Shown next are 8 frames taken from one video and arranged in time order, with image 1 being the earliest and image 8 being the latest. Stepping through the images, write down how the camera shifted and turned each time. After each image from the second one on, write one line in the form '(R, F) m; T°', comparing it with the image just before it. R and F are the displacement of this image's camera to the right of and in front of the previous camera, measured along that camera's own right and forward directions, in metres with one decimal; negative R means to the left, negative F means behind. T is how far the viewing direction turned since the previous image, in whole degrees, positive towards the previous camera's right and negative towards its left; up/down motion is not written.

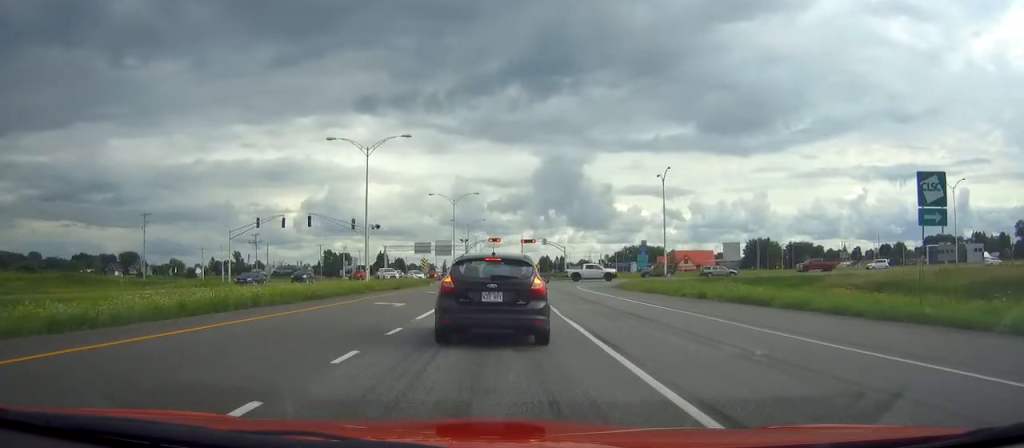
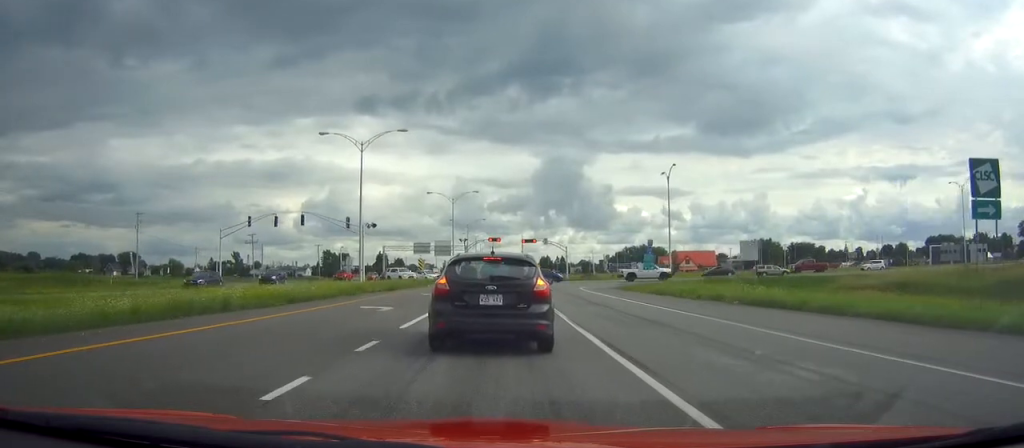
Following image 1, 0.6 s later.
(0.0, +2.4) m; 0°
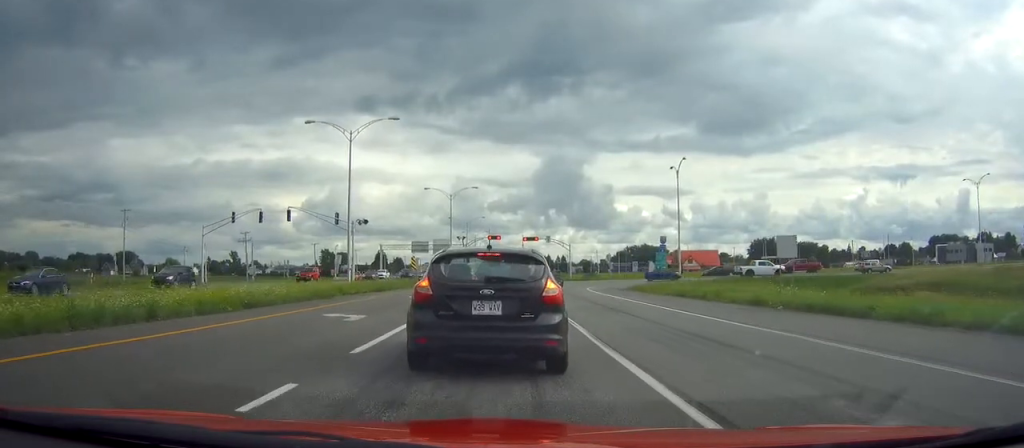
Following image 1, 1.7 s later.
(0.0, +3.7) m; -1°
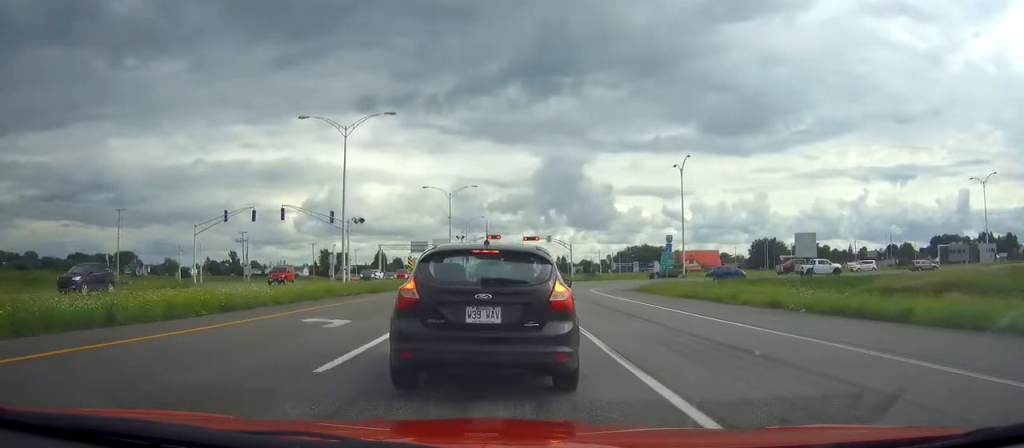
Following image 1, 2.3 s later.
(0.0, +1.4) m; -1°
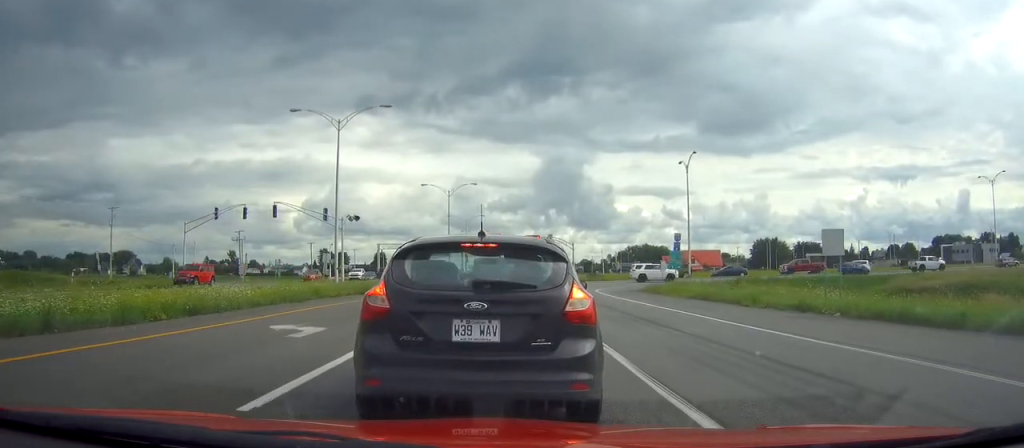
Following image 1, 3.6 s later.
(0.0, +2.2) m; 0°
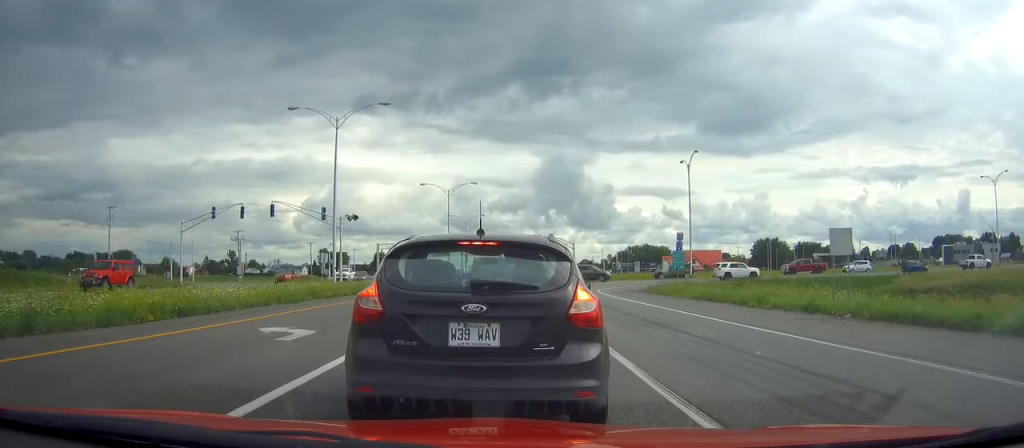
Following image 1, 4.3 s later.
(0.0, +0.7) m; 0°
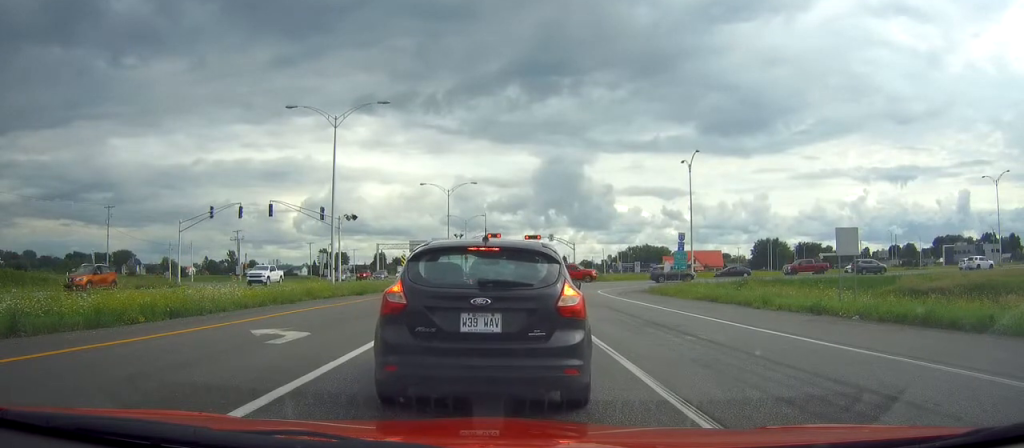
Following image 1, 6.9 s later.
(-0.2, +0.9) m; 0°
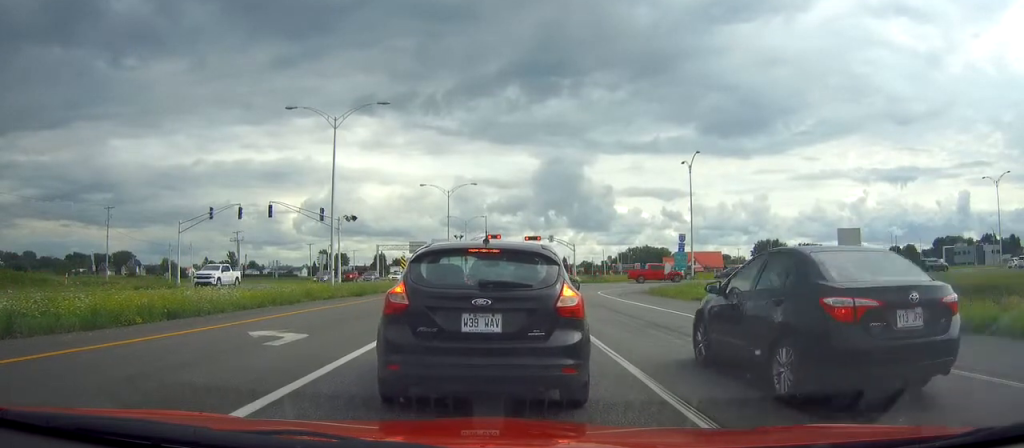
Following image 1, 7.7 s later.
(0.0, +0.1) m; 0°
